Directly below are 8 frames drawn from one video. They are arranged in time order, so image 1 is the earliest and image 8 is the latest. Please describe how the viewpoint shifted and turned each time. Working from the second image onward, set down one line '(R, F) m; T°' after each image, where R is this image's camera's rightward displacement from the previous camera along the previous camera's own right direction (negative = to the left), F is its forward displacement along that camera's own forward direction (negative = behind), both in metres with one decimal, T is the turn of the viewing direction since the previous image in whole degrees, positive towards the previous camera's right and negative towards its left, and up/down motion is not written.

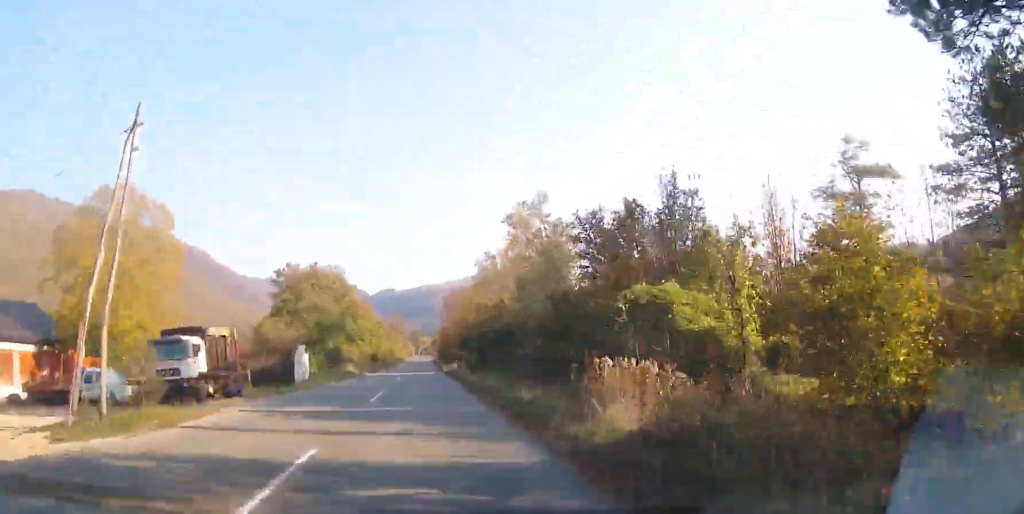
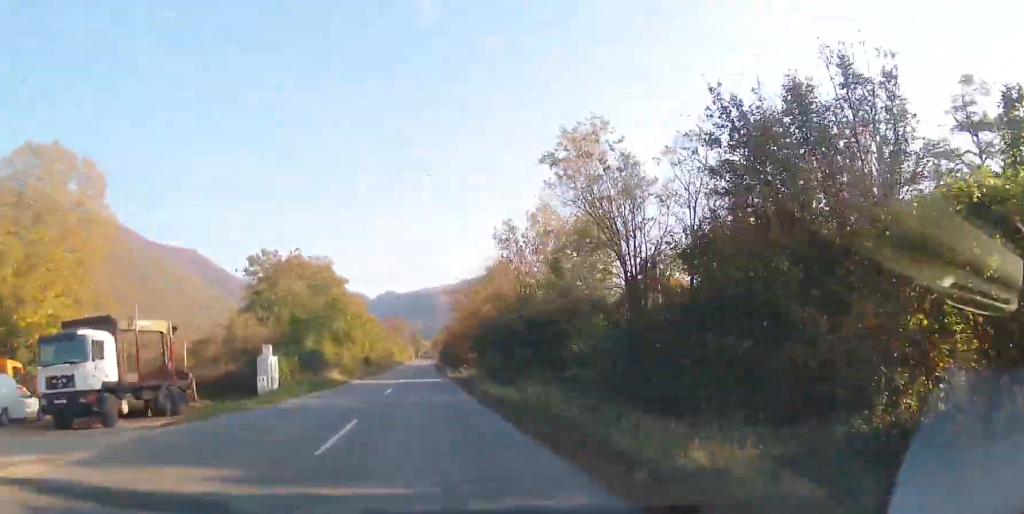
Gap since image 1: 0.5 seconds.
(0.0, +9.4) m; -1°
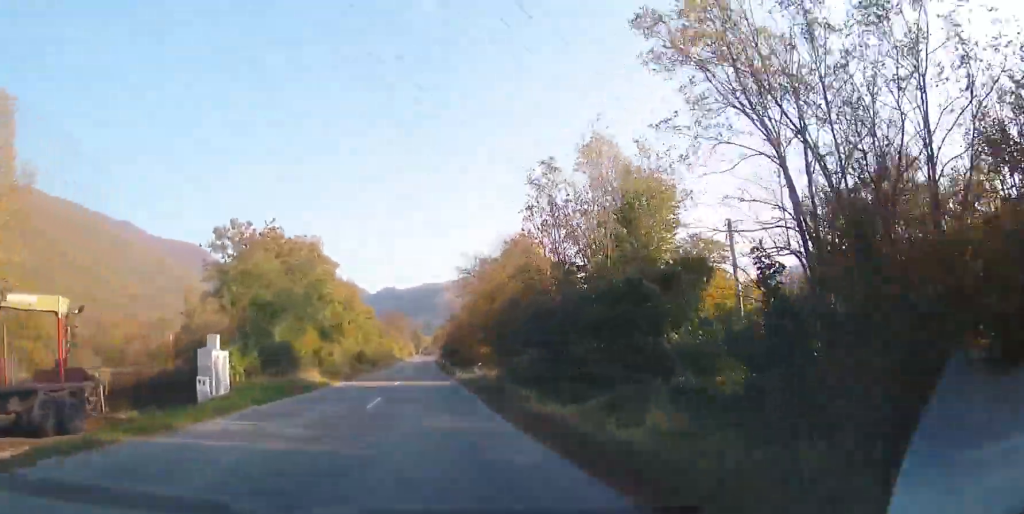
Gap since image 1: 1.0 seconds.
(0.0, +8.8) m; 0°
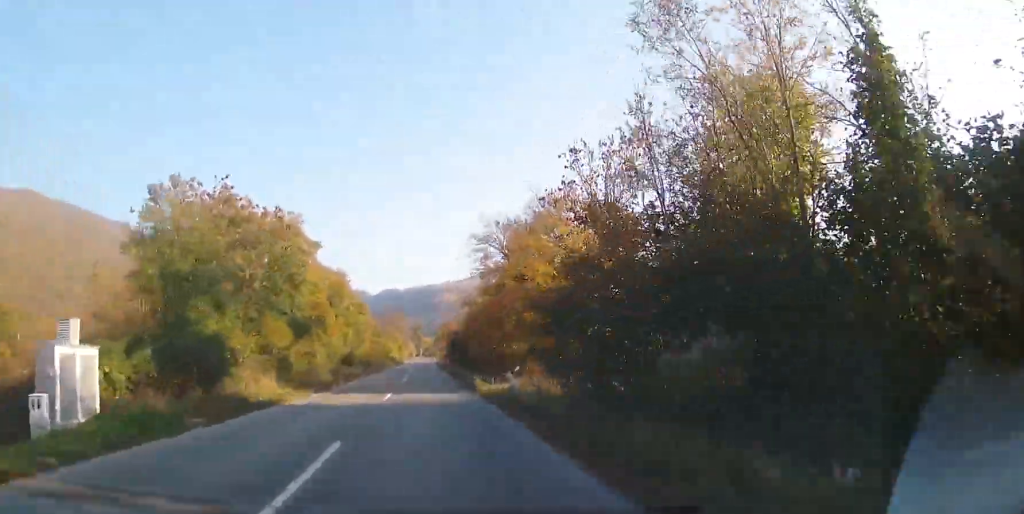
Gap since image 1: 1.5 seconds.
(-0.2, +10.7) m; +1°
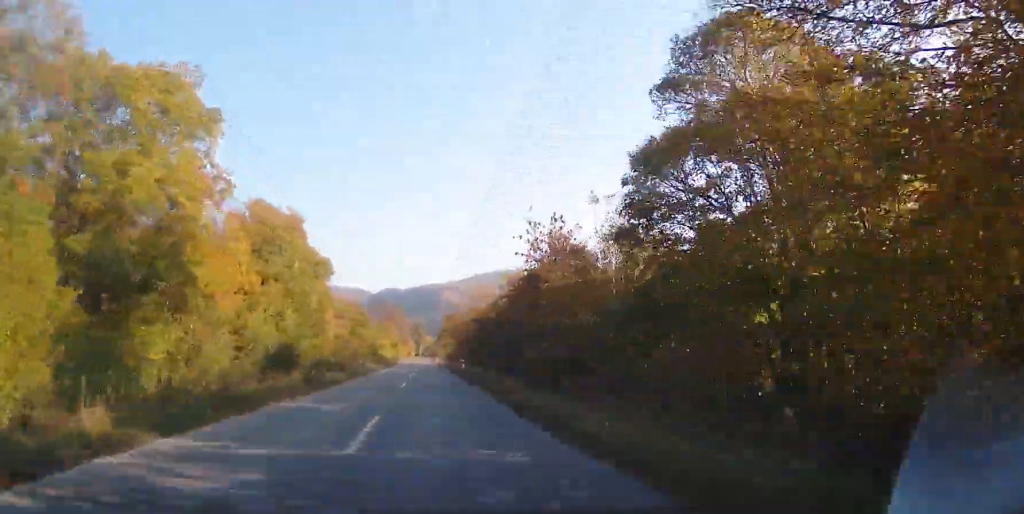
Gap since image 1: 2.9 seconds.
(+0.7, +25.8) m; +2°
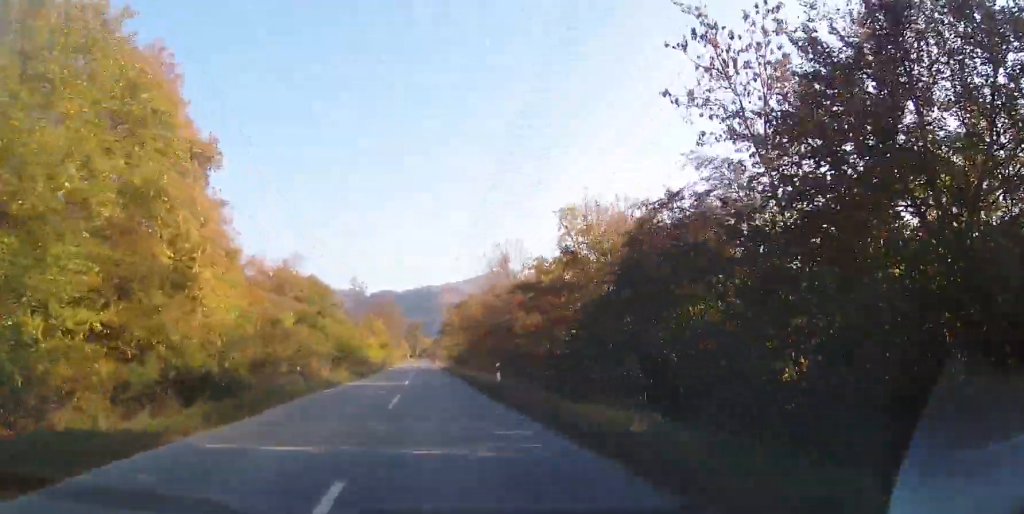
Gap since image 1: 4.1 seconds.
(-0.1, +22.8) m; -1°
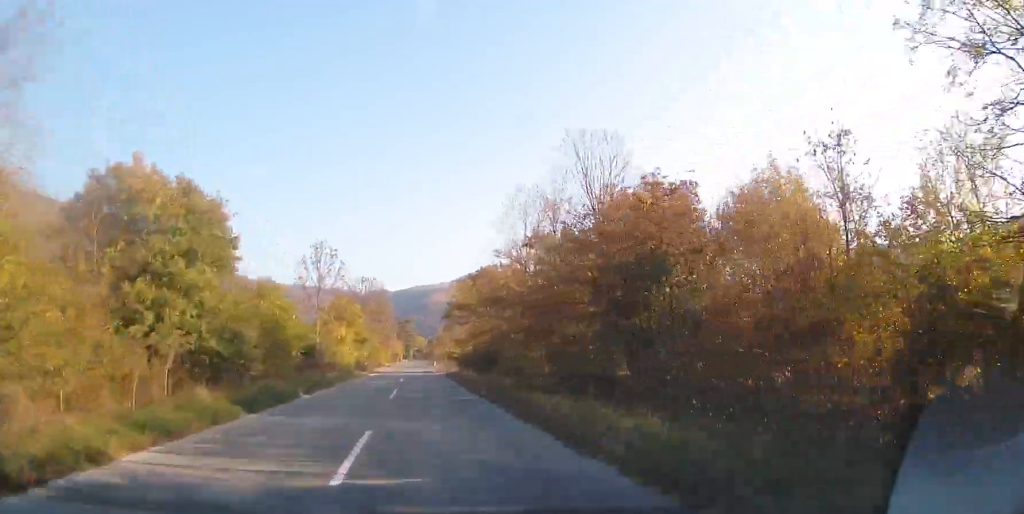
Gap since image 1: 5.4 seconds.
(-0.3, +24.6) m; -1°
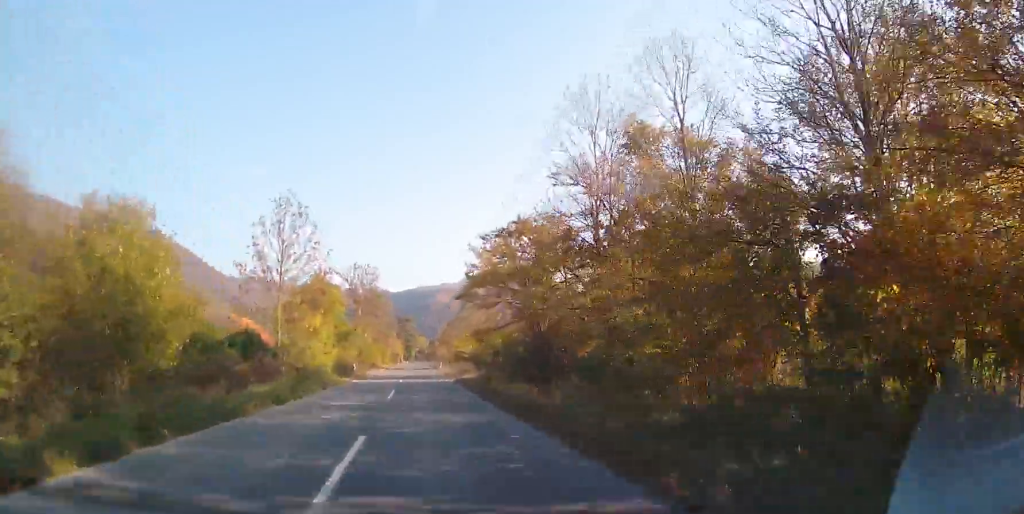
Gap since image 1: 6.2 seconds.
(0.0, +15.4) m; 0°
